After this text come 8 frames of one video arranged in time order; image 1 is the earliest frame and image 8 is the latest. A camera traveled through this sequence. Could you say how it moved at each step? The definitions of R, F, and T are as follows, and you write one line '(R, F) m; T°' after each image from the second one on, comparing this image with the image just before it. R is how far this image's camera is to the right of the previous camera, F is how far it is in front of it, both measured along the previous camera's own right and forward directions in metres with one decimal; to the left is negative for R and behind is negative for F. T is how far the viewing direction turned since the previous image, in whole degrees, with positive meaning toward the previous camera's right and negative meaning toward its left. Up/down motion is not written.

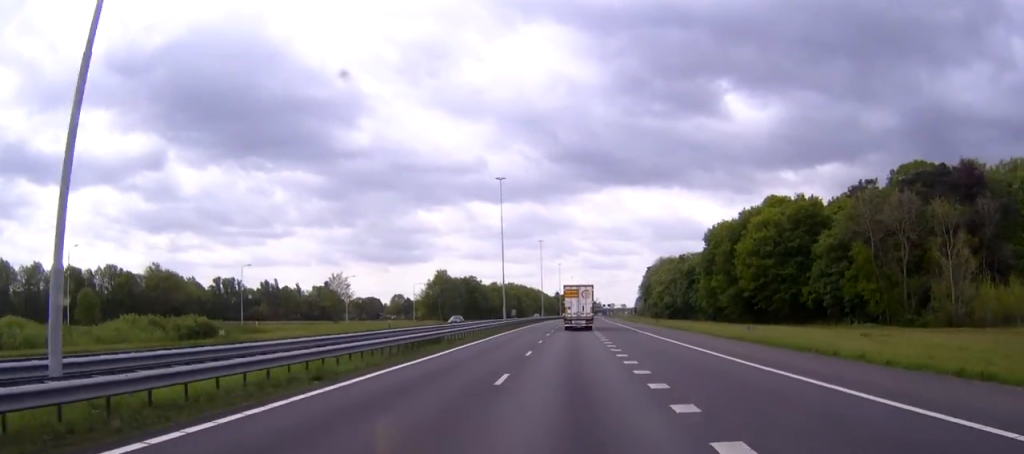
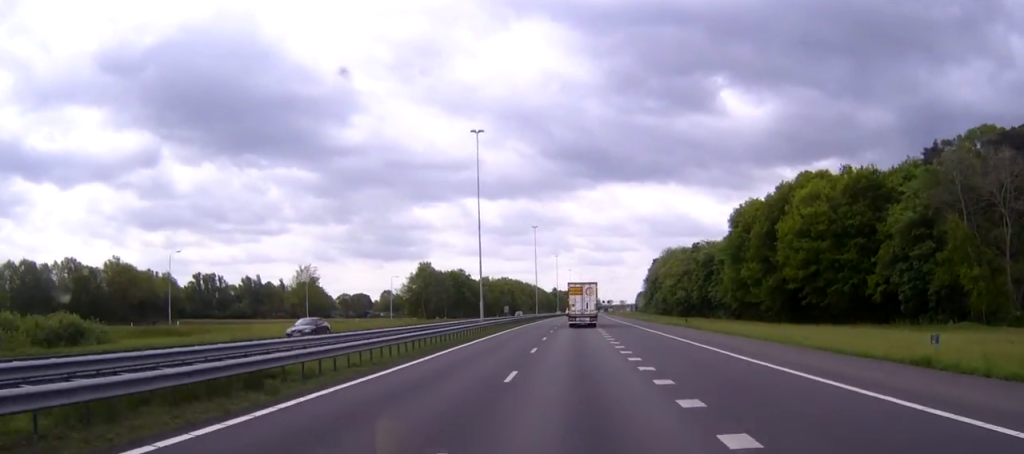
(+0.1, +23.5) m; +1°
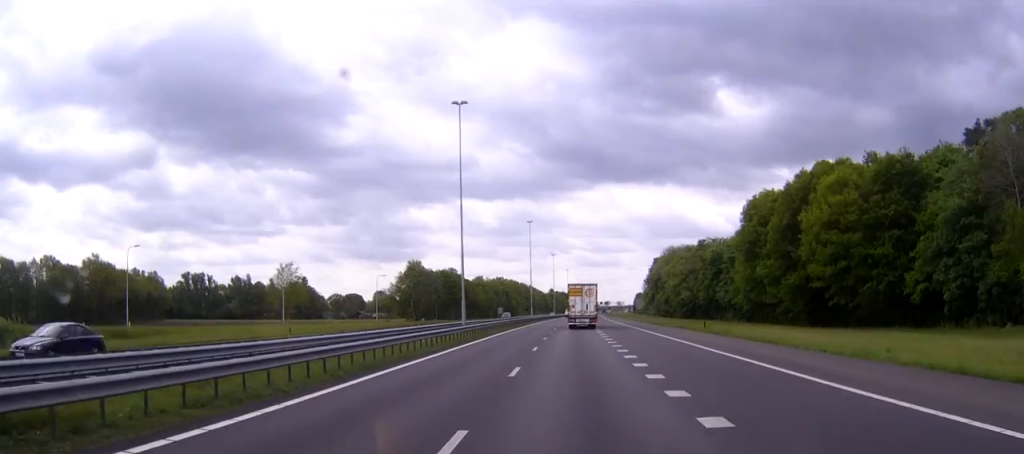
(+0.1, +10.3) m; 0°
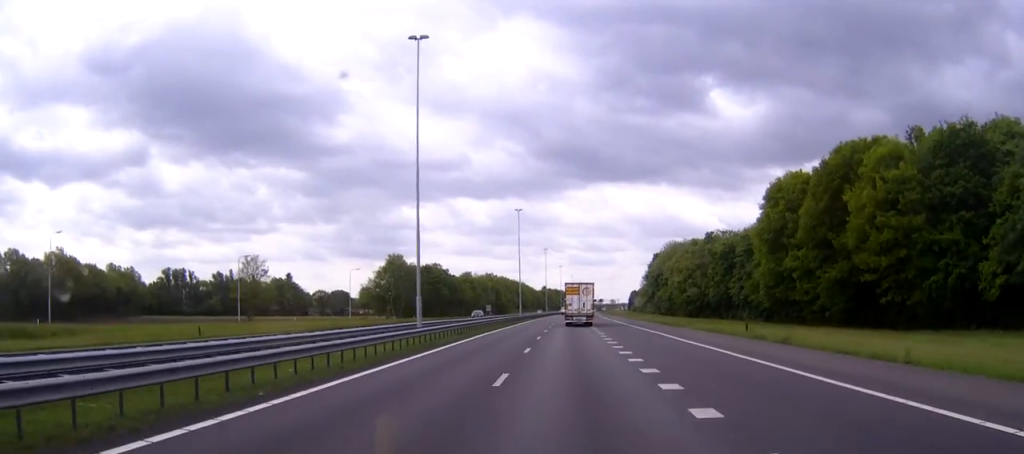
(0.0, +15.3) m; 0°
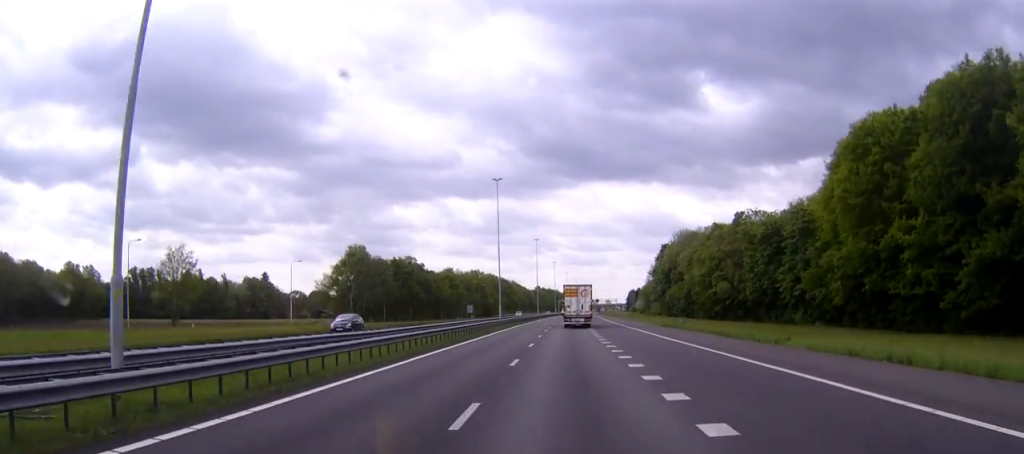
(0.0, +29.2) m; 0°
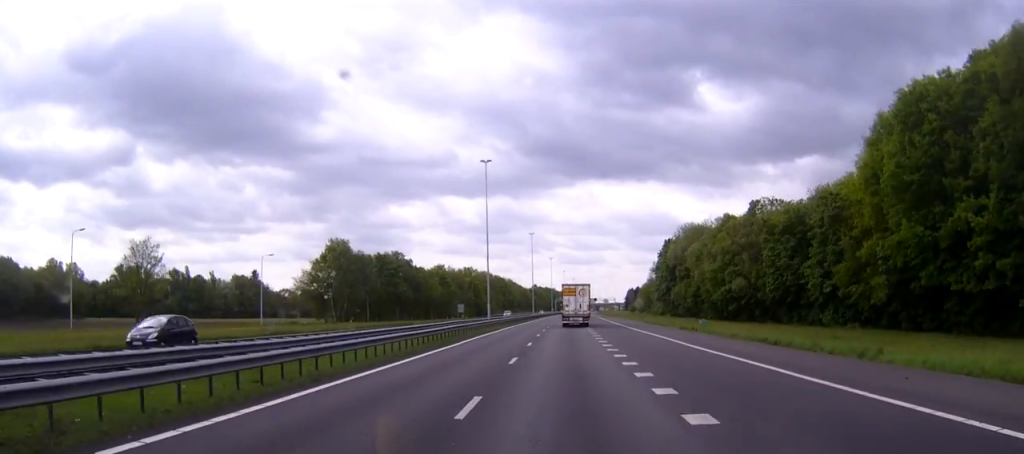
(0.0, +11.0) m; 0°
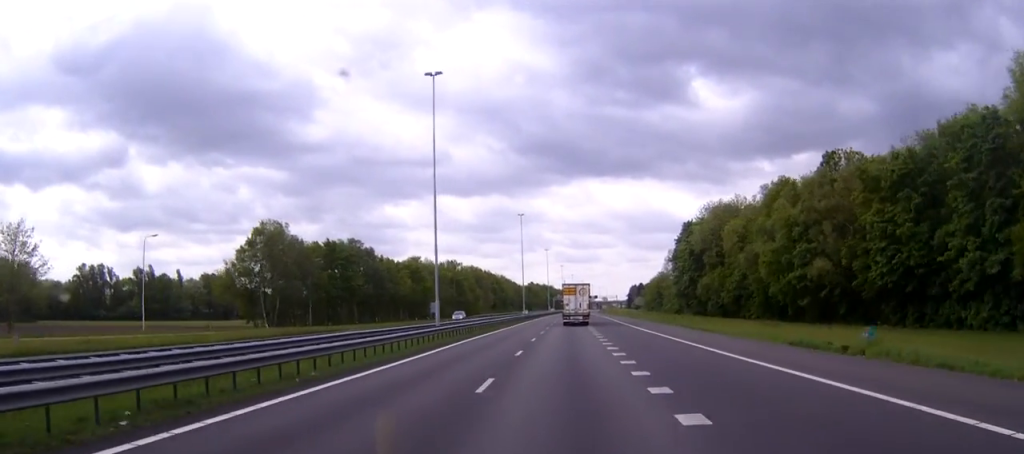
(+0.1, +32.1) m; +1°
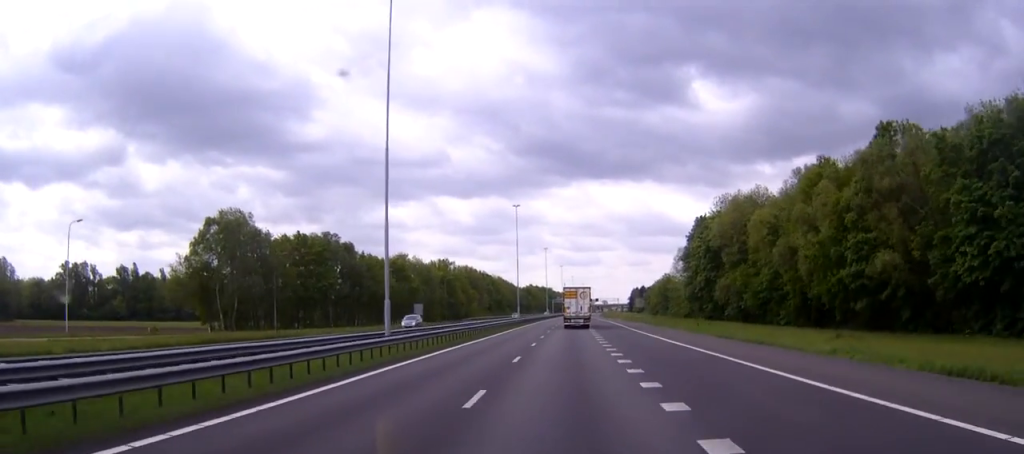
(+0.1, +13.9) m; 0°
